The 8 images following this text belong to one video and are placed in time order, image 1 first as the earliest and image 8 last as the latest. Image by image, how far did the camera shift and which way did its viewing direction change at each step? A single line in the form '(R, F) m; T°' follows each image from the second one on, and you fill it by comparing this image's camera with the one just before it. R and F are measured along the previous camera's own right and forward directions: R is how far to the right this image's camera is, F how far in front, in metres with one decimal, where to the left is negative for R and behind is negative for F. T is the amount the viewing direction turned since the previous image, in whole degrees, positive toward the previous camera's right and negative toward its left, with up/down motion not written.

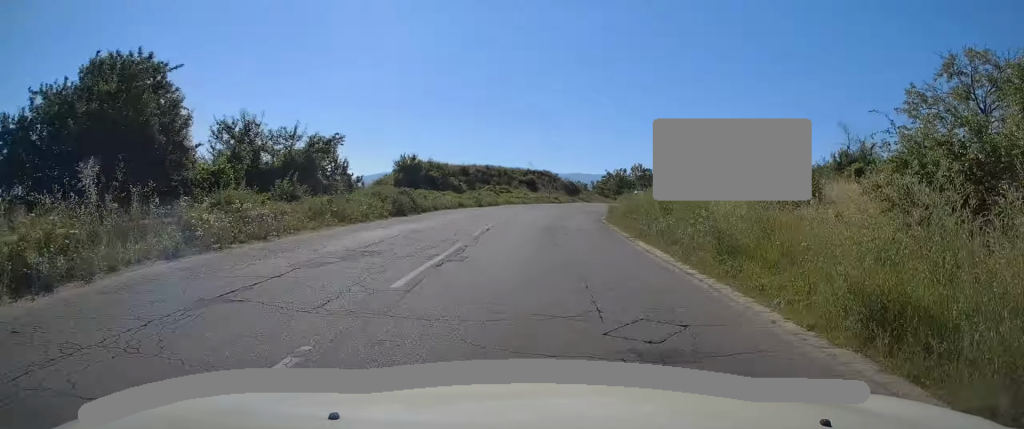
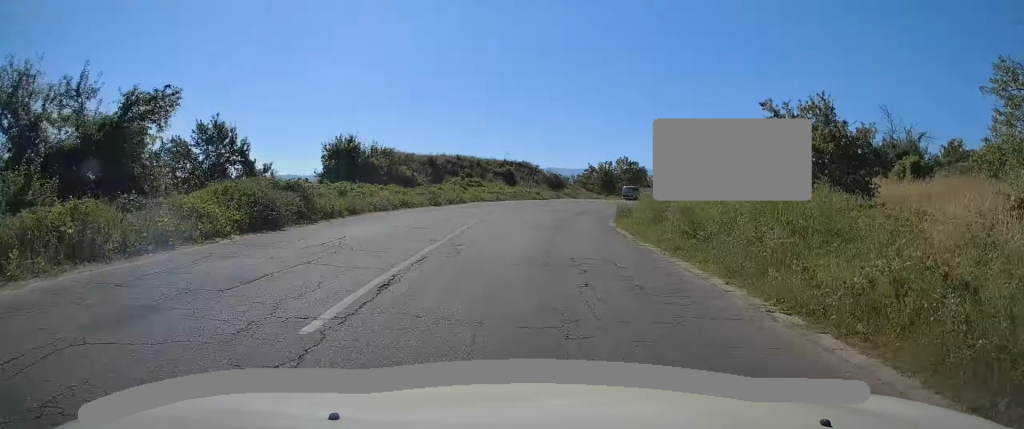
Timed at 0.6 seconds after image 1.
(+0.2, +11.3) m; +2°
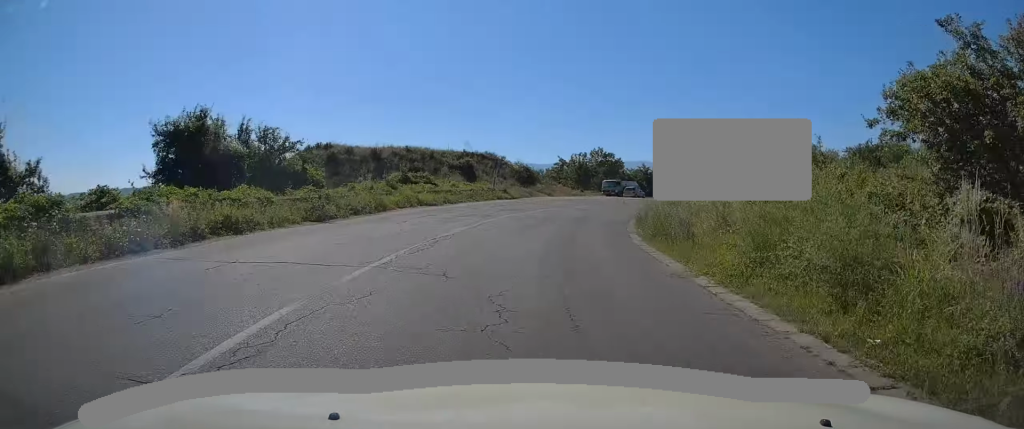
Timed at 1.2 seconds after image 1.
(+0.1, +13.1) m; +3°
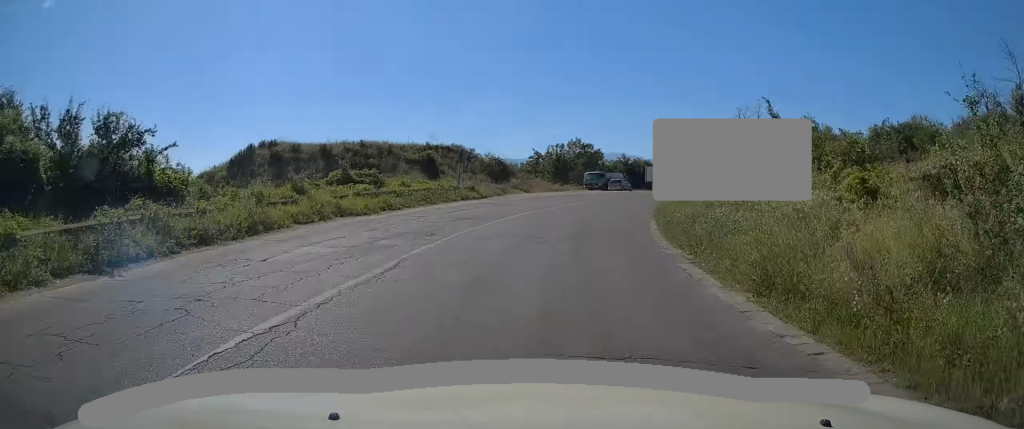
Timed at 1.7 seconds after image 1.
(+0.4, +7.8) m; +3°
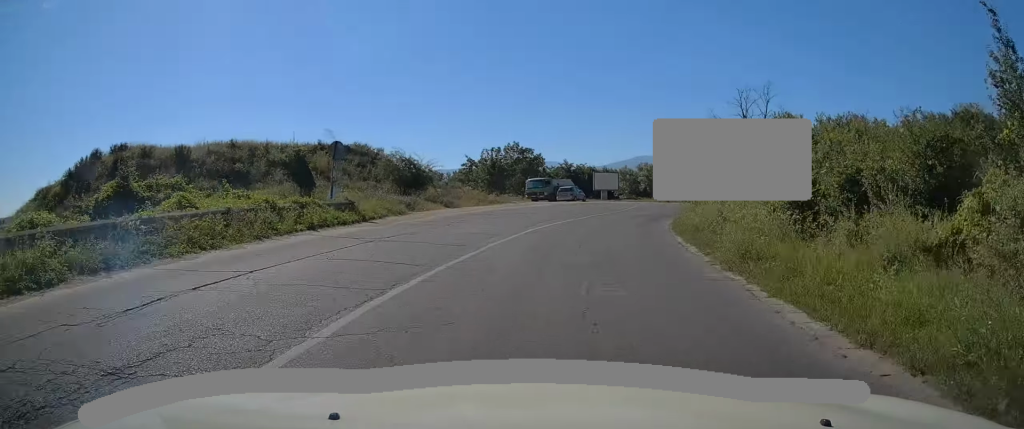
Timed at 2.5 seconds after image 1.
(+0.6, +14.3) m; +6°
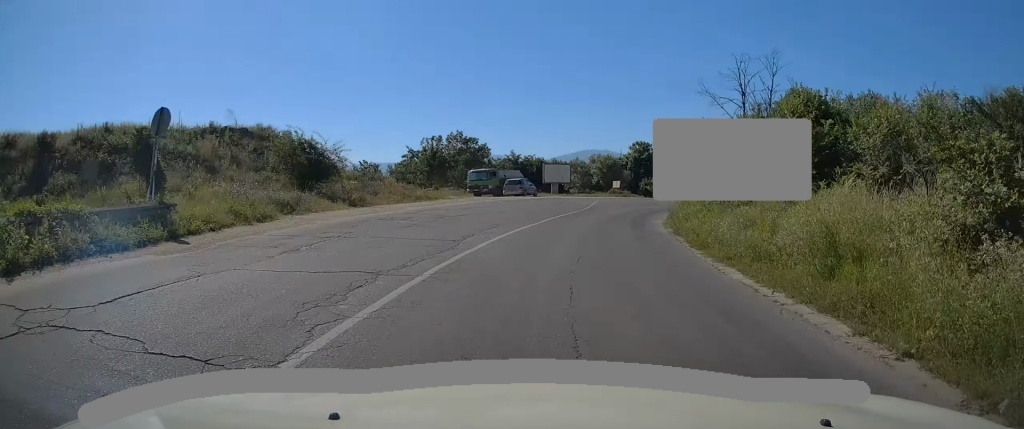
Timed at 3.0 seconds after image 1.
(+0.2, +8.6) m; +4°
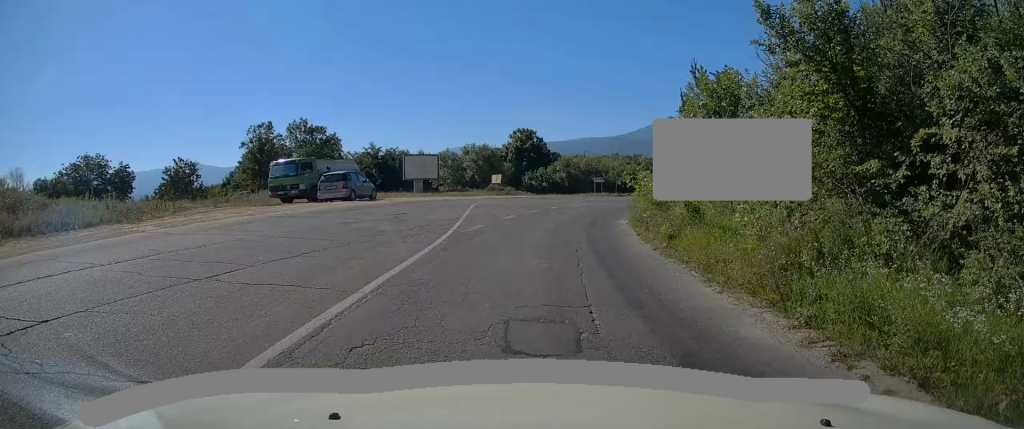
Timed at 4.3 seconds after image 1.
(+1.8, +19.6) m; +10°
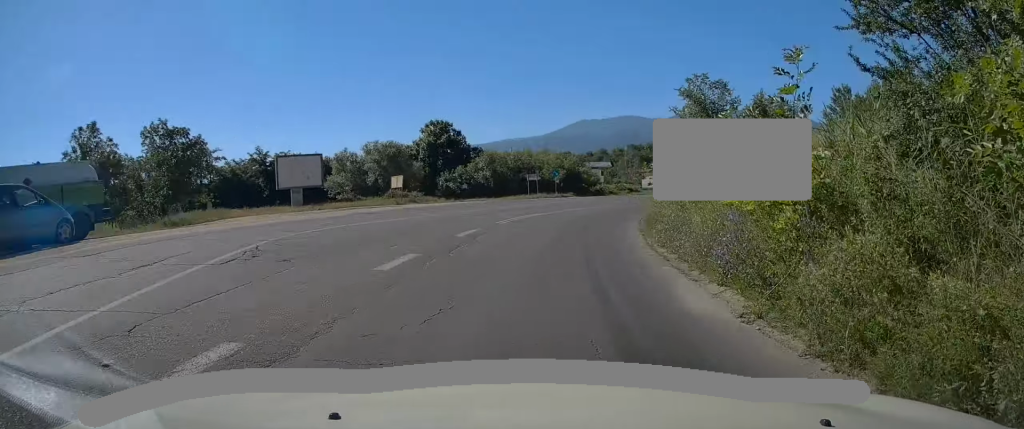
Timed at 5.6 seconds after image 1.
(+1.4, +18.4) m; +8°
